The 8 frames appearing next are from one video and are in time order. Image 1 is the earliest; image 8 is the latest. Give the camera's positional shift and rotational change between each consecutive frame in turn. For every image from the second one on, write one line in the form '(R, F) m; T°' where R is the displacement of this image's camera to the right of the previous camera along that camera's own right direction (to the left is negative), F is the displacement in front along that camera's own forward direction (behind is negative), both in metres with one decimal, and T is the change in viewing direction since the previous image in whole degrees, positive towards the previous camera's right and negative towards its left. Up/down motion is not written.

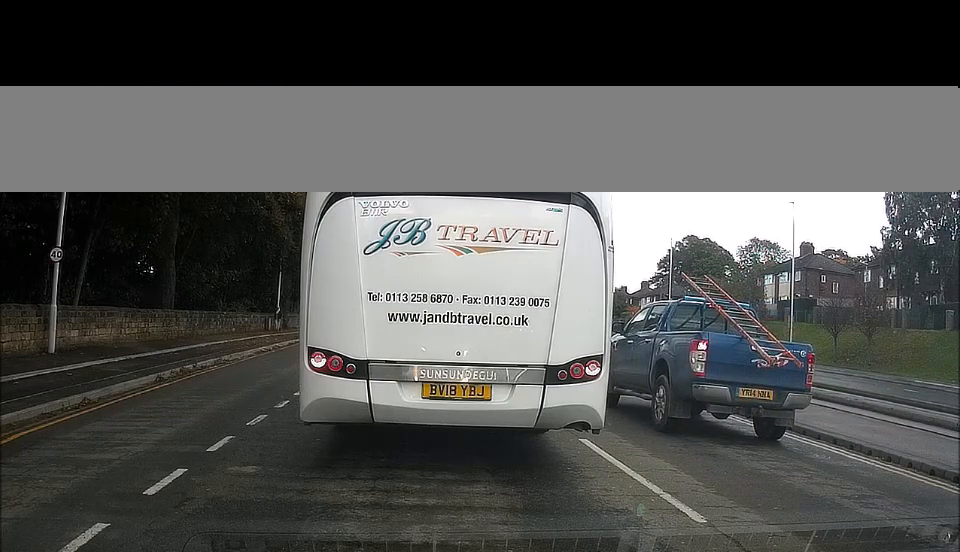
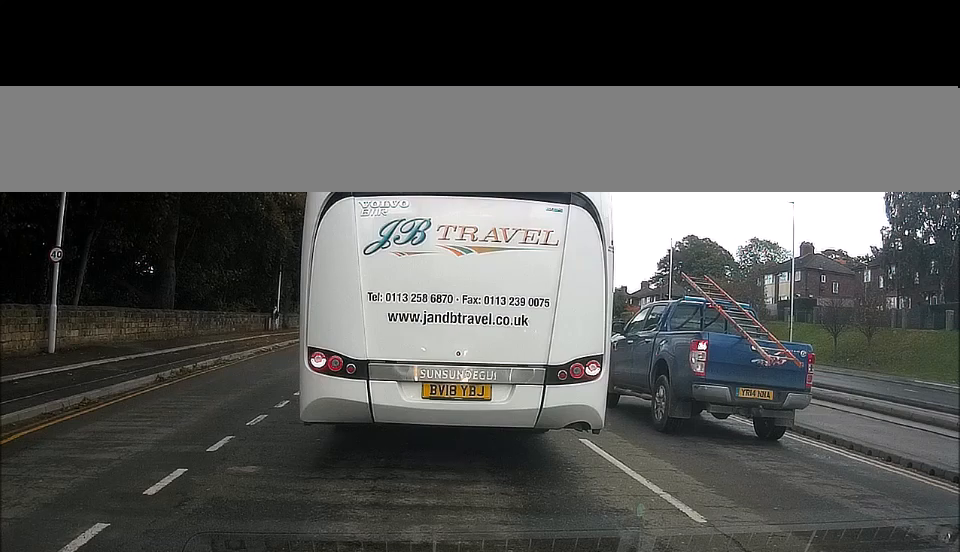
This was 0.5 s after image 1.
(0.0, 0.0) m; 0°
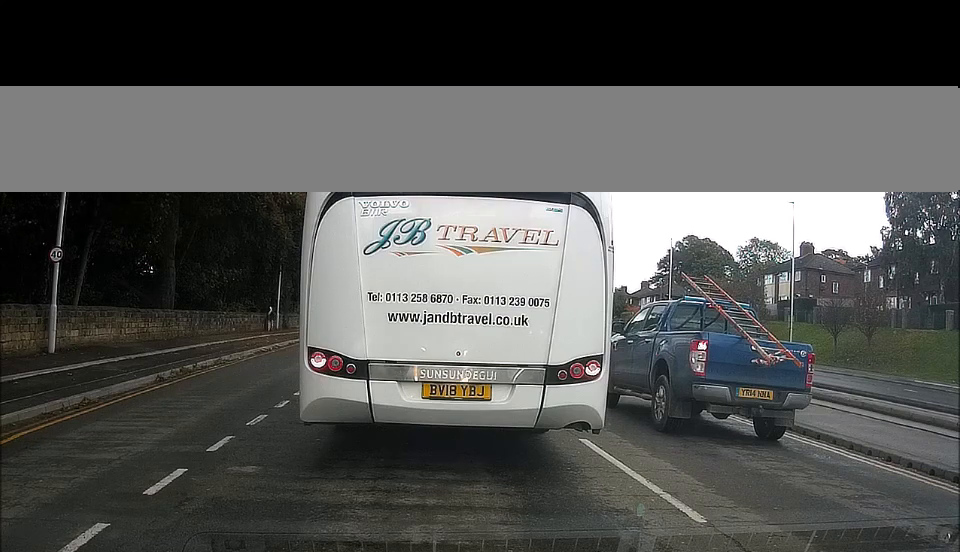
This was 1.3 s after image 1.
(0.0, 0.0) m; 0°
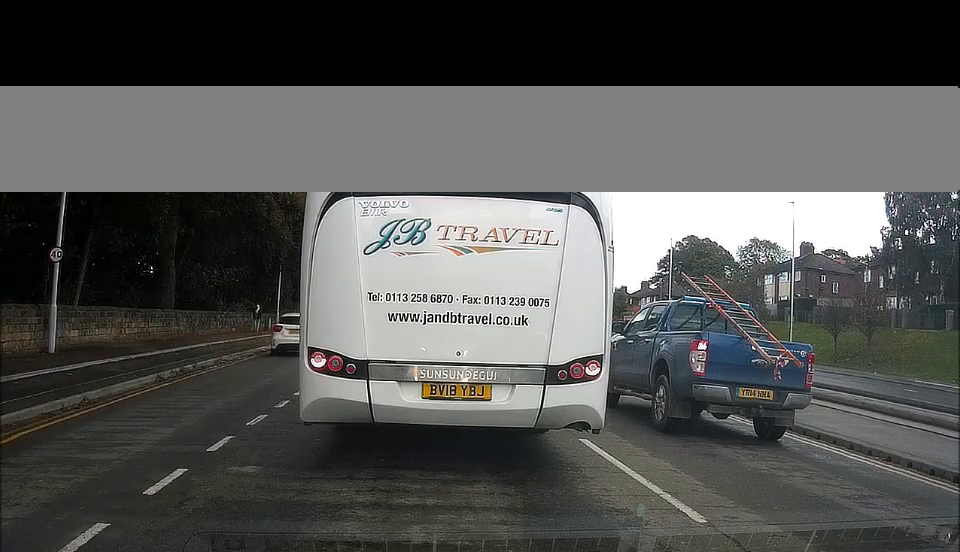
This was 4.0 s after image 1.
(0.0, 0.0) m; 0°
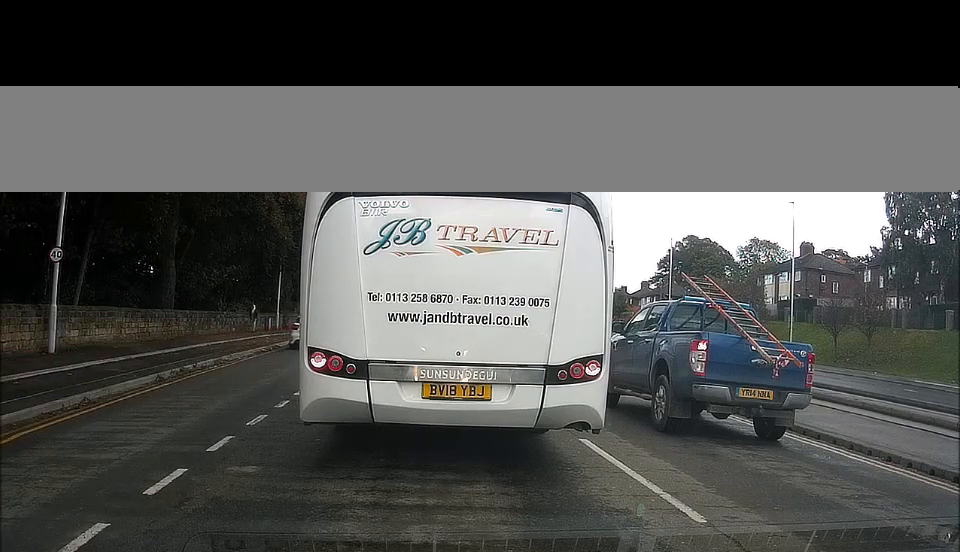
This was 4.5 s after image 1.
(0.0, 0.0) m; 0°
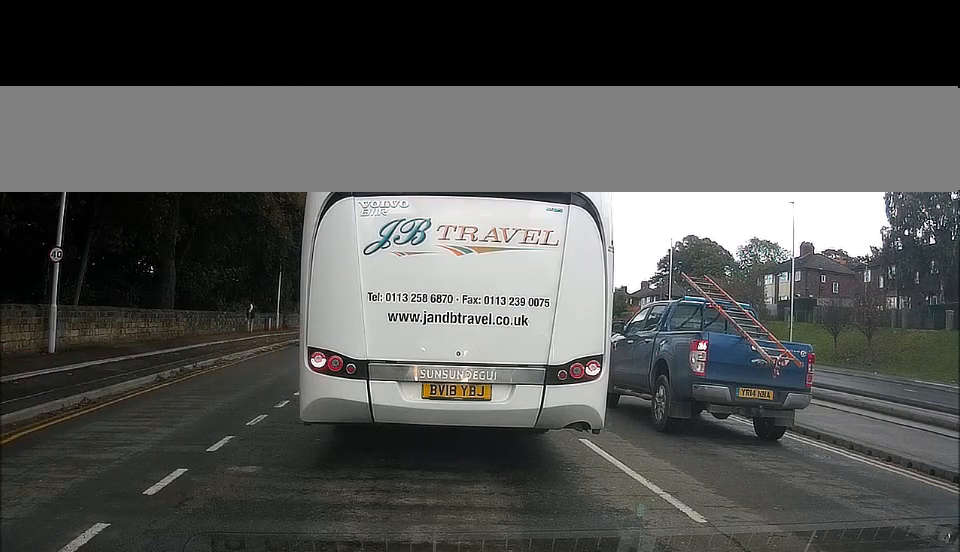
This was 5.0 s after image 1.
(0.0, 0.0) m; 0°
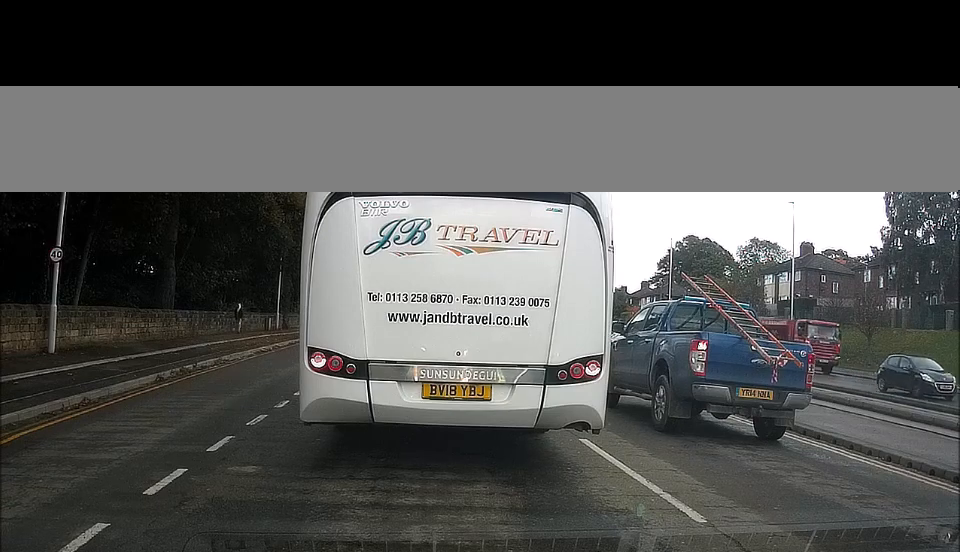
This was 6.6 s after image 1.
(0.0, 0.0) m; 0°
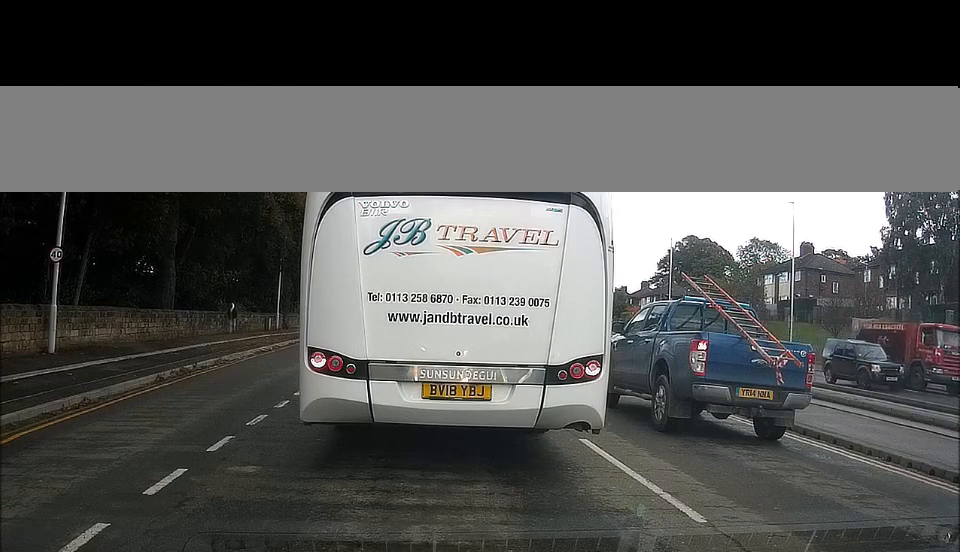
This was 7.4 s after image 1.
(0.0, 0.0) m; 0°
